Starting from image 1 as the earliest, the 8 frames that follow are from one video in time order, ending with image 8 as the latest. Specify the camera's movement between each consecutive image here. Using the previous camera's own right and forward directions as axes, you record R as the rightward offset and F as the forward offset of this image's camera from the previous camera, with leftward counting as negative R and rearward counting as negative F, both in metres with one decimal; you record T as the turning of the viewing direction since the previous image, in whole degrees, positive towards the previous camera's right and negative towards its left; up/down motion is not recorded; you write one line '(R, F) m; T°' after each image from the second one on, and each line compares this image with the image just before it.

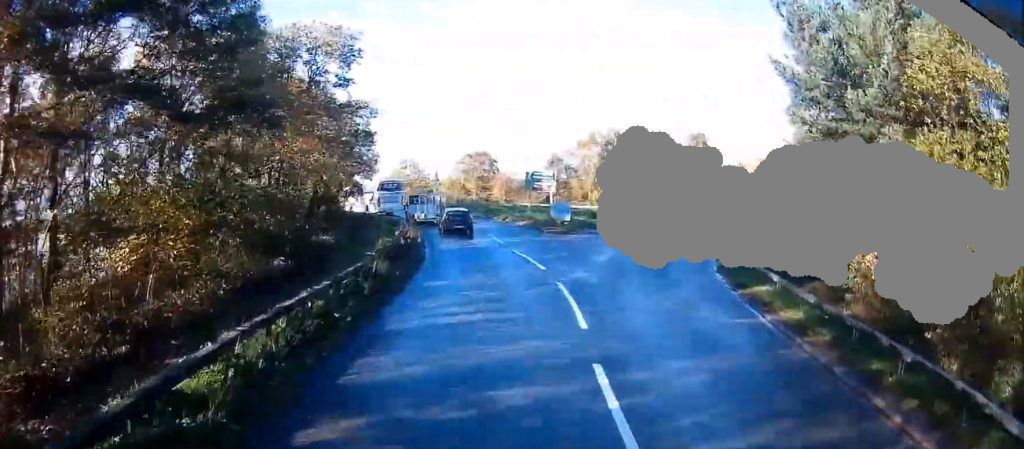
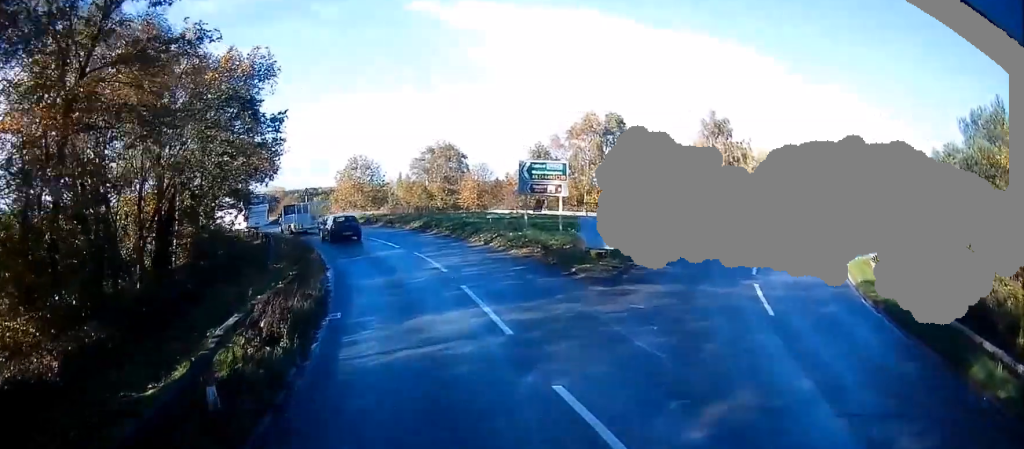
(+1.4, +18.3) m; +6°
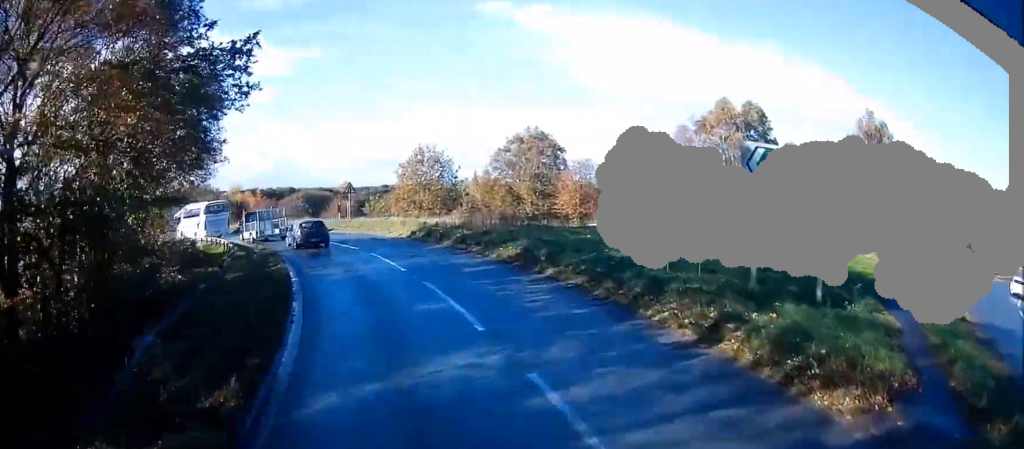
(-0.2, +17.4) m; -2°
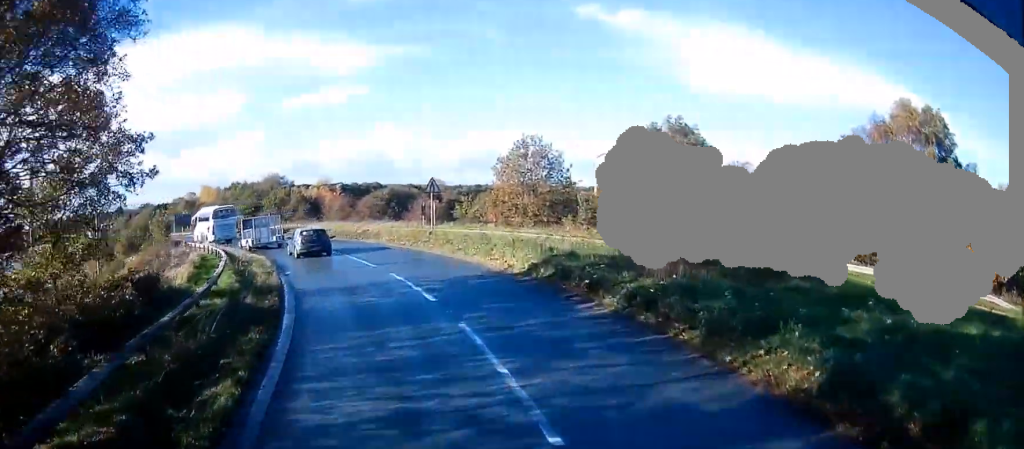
(-0.3, +13.8) m; -7°
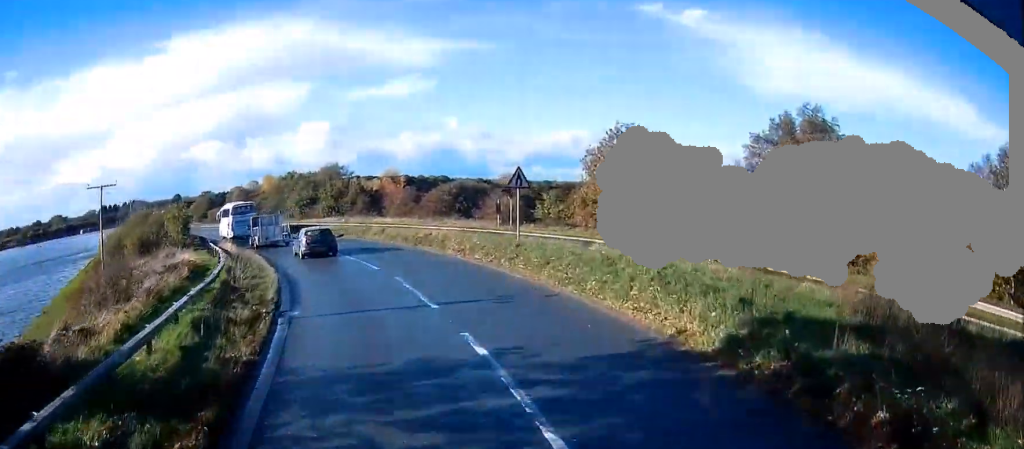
(-0.8, +9.6) m; -10°
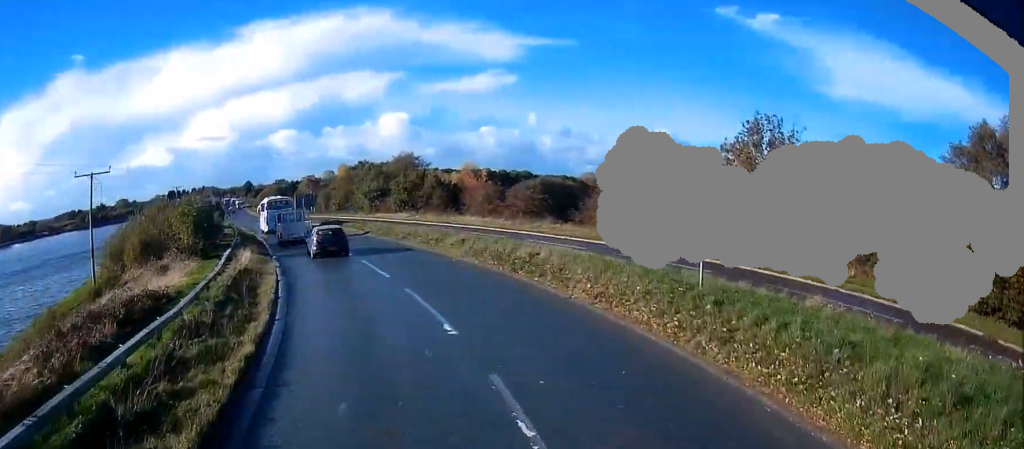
(-1.3, +10.9) m; -8°
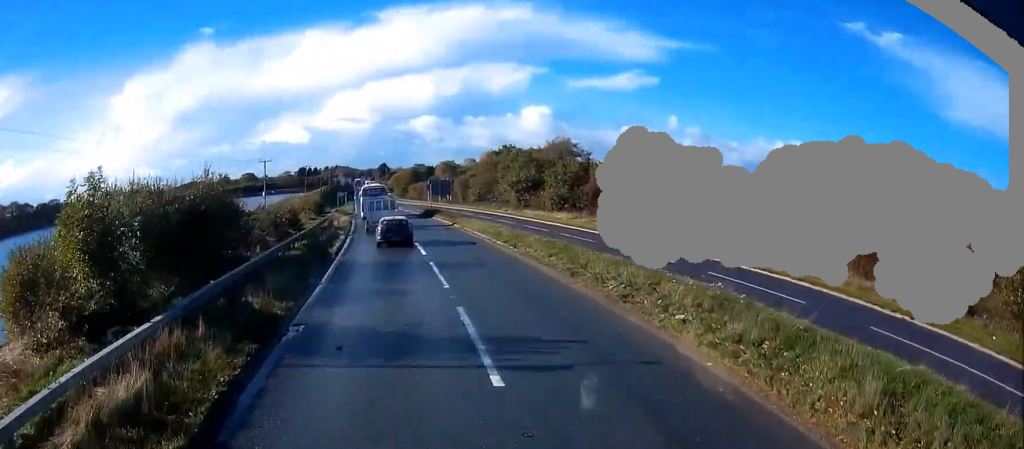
(-1.6, +20.7) m; -4°
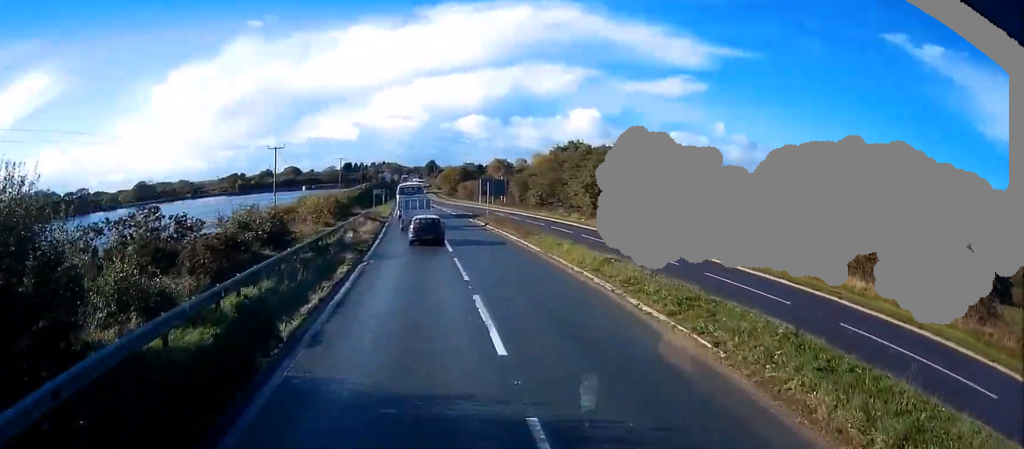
(0.0, +15.3) m; -6°
